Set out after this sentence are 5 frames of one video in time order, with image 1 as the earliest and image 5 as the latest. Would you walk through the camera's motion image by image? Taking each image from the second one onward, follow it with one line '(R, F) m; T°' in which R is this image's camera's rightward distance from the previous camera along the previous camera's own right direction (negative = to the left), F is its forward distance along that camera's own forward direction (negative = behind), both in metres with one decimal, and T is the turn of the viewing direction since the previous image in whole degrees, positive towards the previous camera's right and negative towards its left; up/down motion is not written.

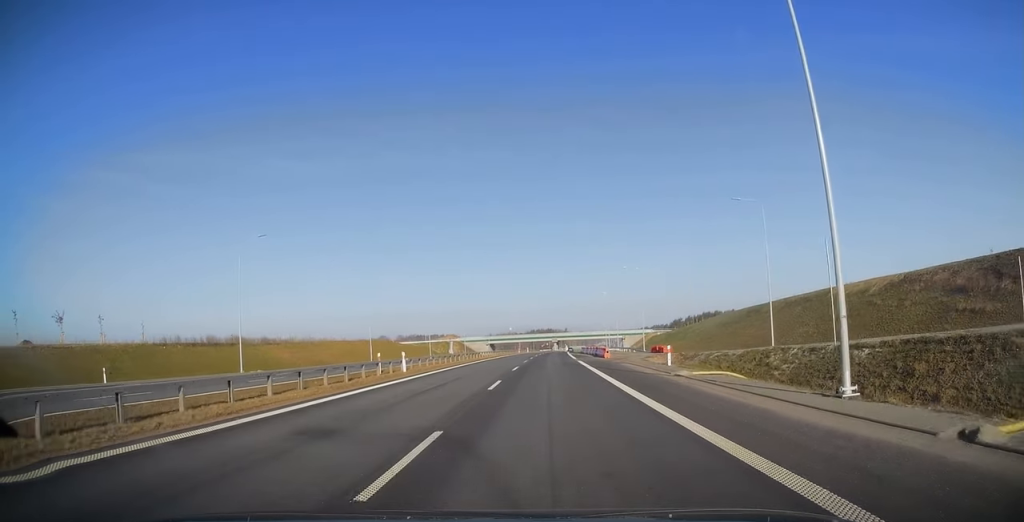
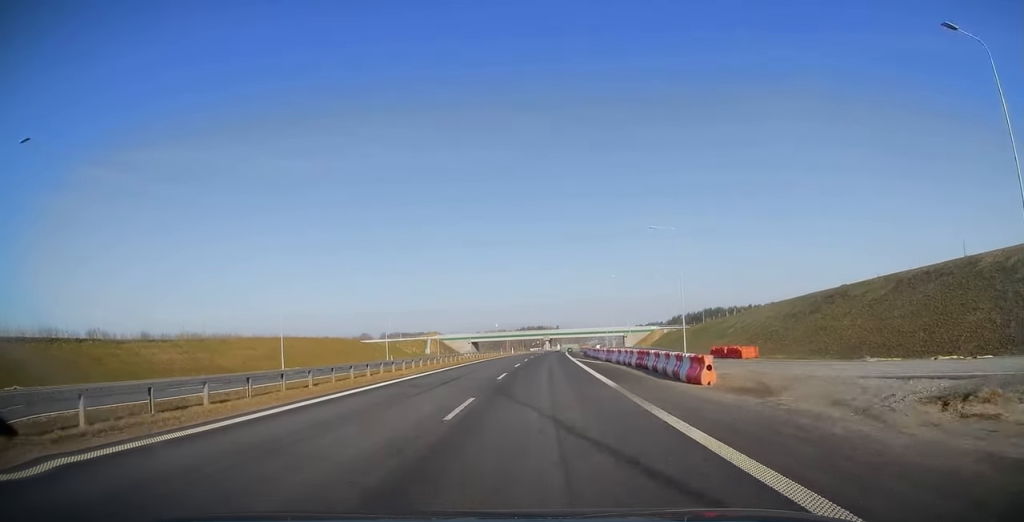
(+0.2, +30.2) m; +1°
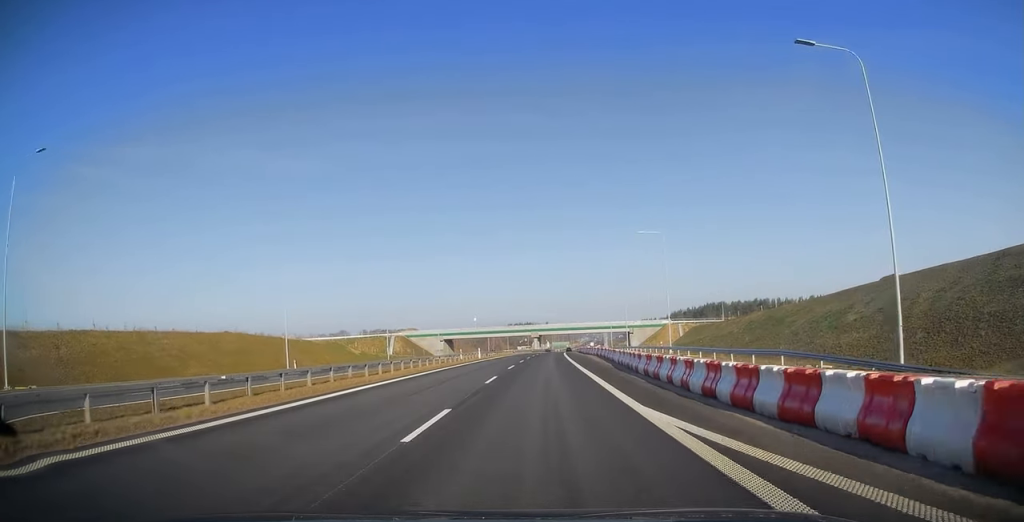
(+0.5, +37.9) m; +1°
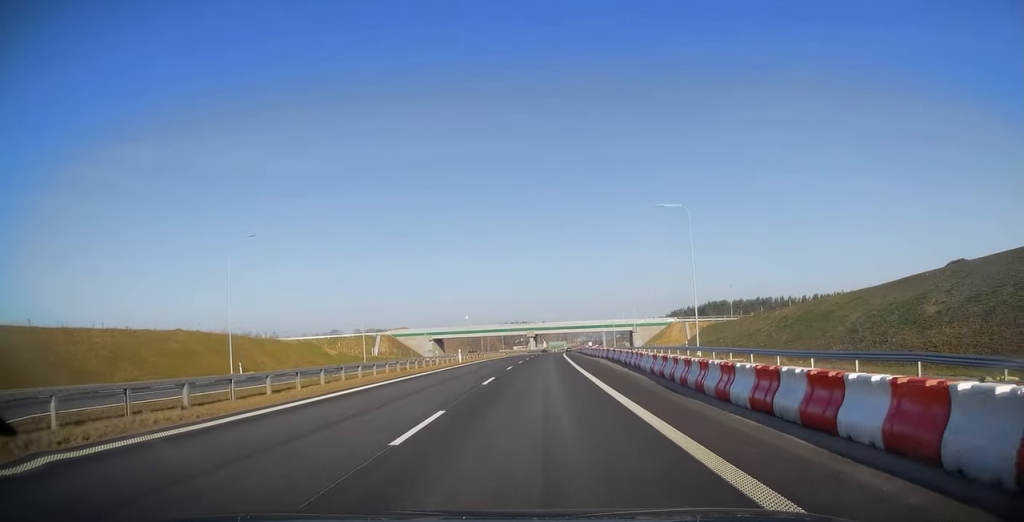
(0.0, +12.1) m; 0°
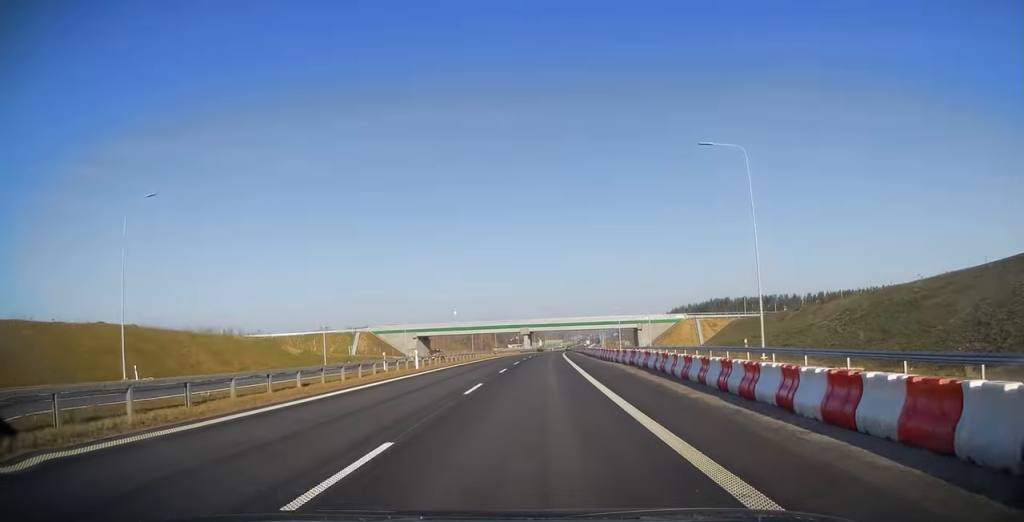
(+0.1, +15.6) m; 0°
